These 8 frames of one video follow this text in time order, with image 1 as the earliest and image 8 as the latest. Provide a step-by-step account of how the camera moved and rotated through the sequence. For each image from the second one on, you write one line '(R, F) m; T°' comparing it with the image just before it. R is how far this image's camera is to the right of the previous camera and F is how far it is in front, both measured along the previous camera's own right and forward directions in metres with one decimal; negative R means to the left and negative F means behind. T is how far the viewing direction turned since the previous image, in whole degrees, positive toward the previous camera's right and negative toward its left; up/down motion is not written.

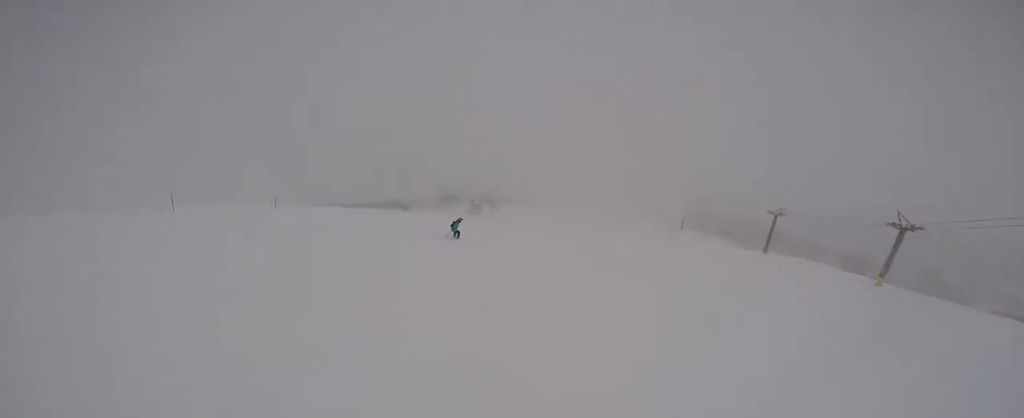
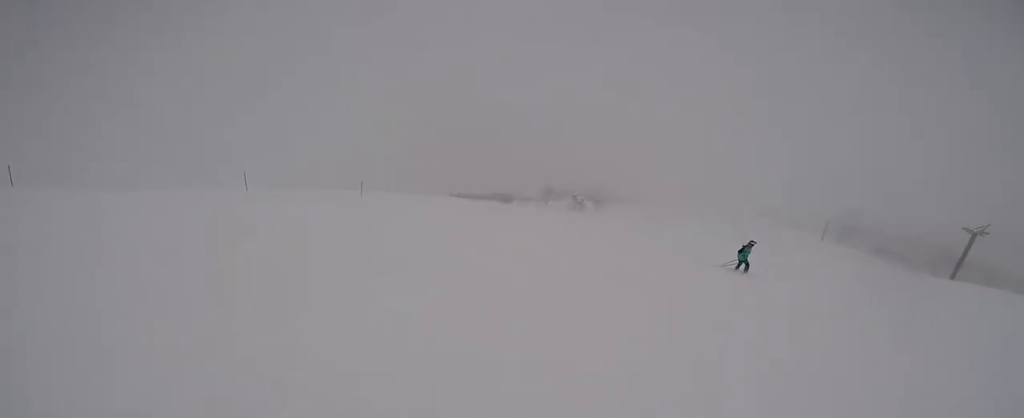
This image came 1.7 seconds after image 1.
(-1.9, +6.6) m; -34°
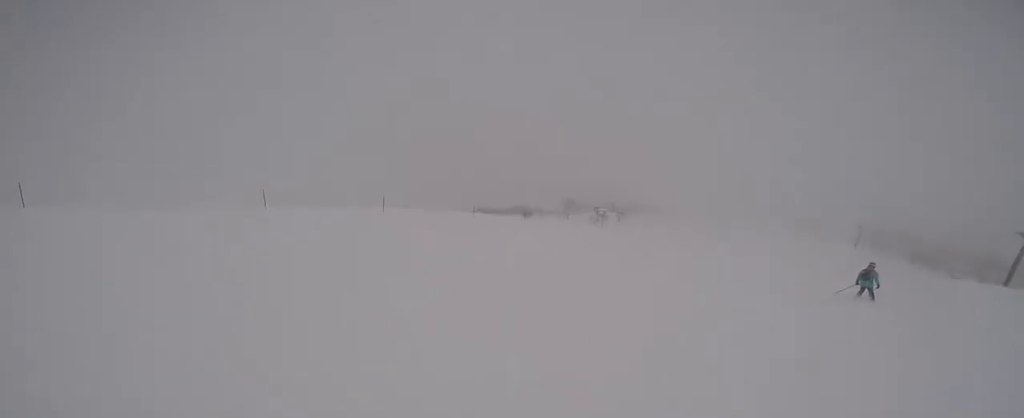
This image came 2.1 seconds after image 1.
(-0.2, +1.9) m; -2°
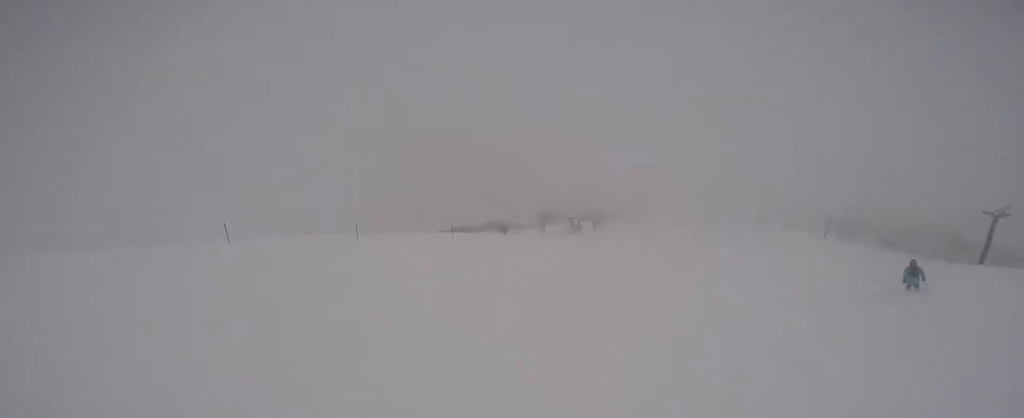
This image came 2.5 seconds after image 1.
(-0.4, +1.7) m; +7°
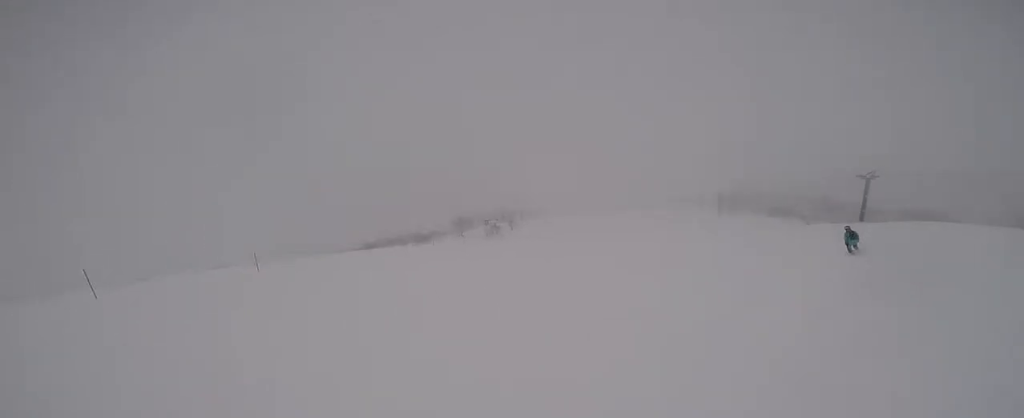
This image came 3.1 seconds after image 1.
(-0.1, +2.4) m; +12°
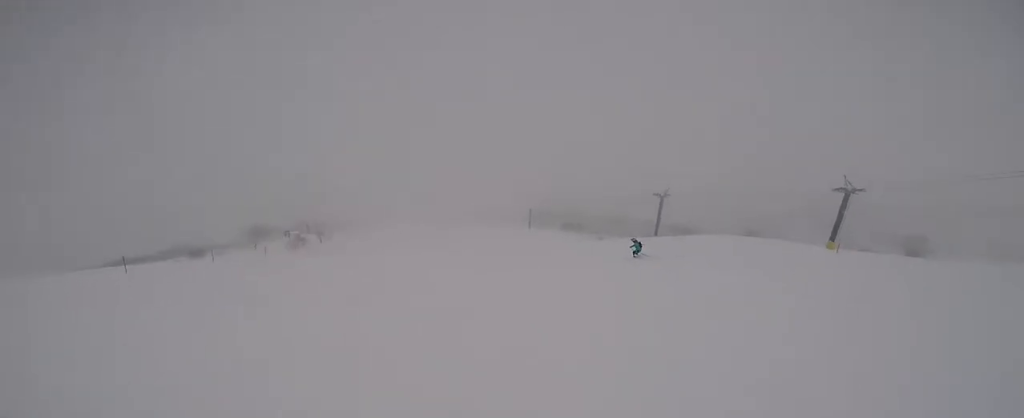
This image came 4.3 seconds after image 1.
(+1.8, +4.9) m; +31°
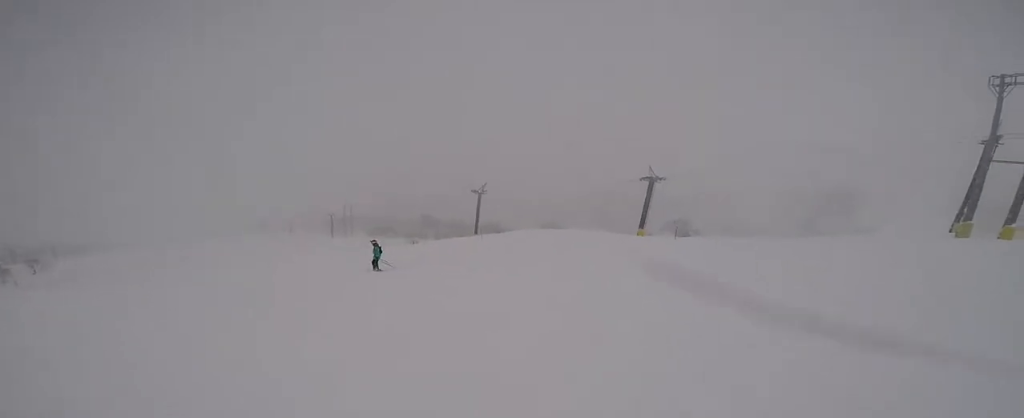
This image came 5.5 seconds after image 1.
(+1.6, +4.6) m; +47°
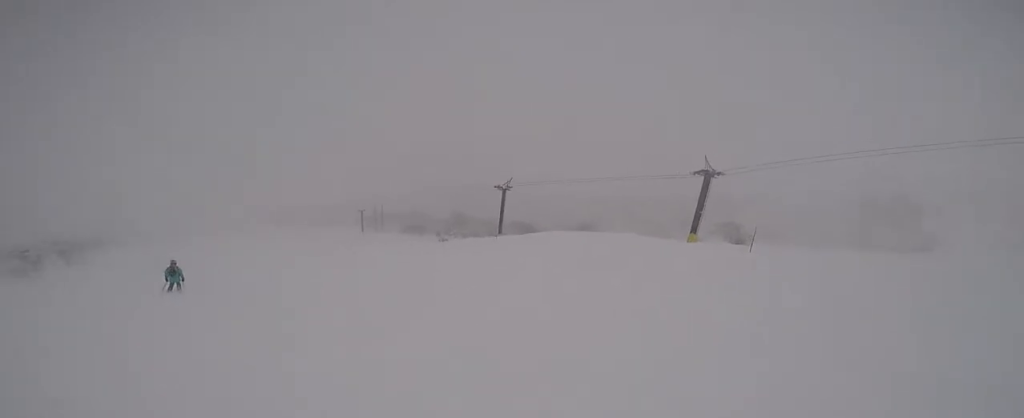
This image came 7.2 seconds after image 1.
(+2.5, +7.1) m; 0°
